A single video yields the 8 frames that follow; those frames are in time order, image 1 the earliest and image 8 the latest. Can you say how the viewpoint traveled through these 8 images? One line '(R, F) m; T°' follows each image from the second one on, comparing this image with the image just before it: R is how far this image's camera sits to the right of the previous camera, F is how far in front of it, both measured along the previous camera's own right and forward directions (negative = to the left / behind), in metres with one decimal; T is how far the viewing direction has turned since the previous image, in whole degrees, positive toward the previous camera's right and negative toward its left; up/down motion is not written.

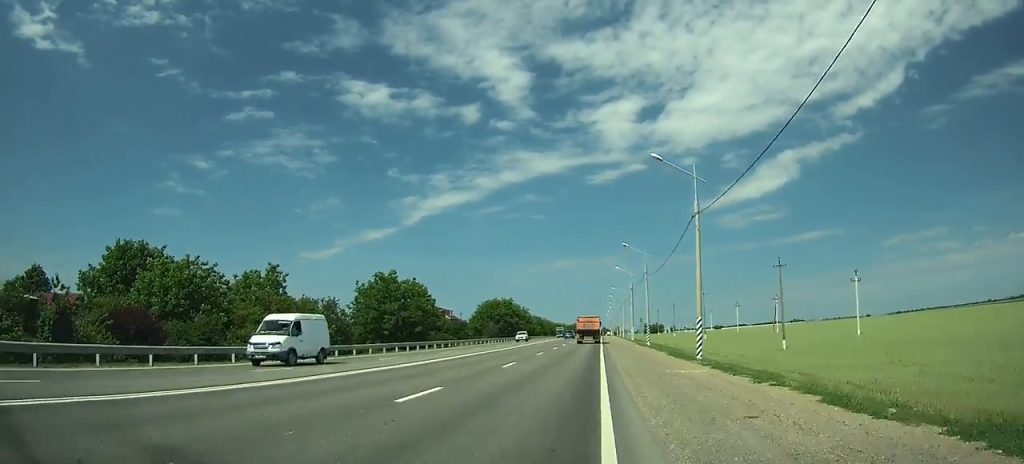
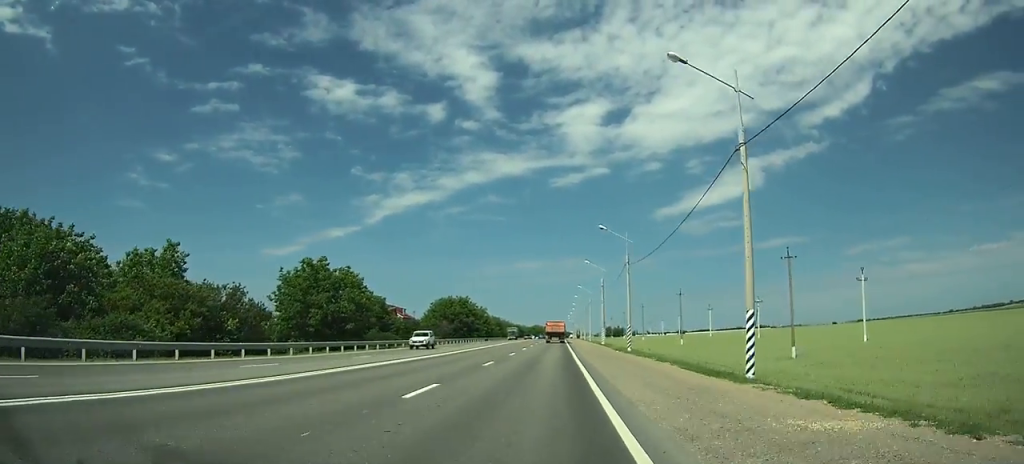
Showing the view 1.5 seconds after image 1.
(-0.1, +12.3) m; 0°
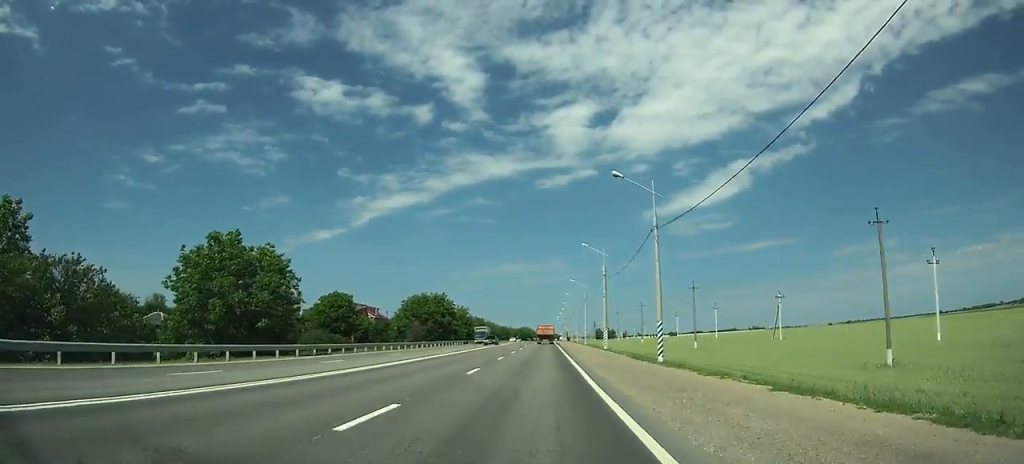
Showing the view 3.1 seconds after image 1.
(+0.3, +17.1) m; 0°
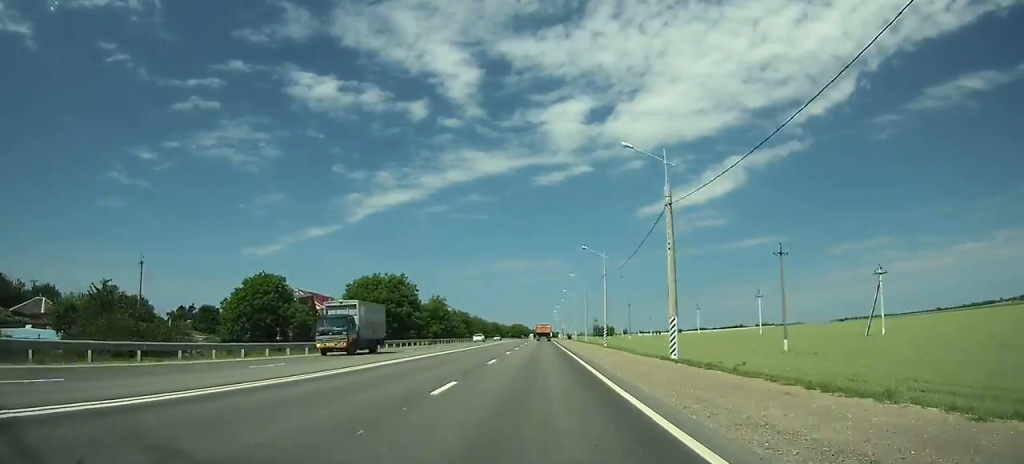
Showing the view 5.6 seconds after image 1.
(+0.2, +29.1) m; 0°
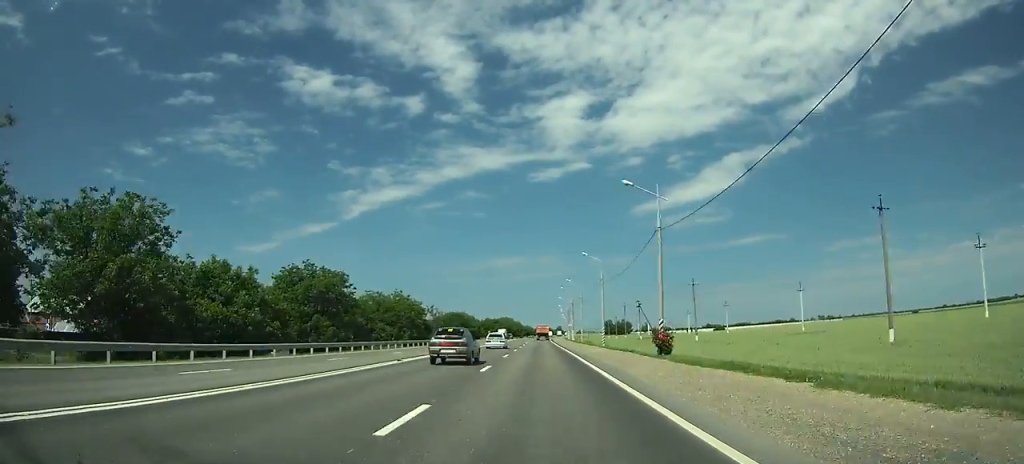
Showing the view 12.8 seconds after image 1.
(+0.5, +111.8) m; +1°
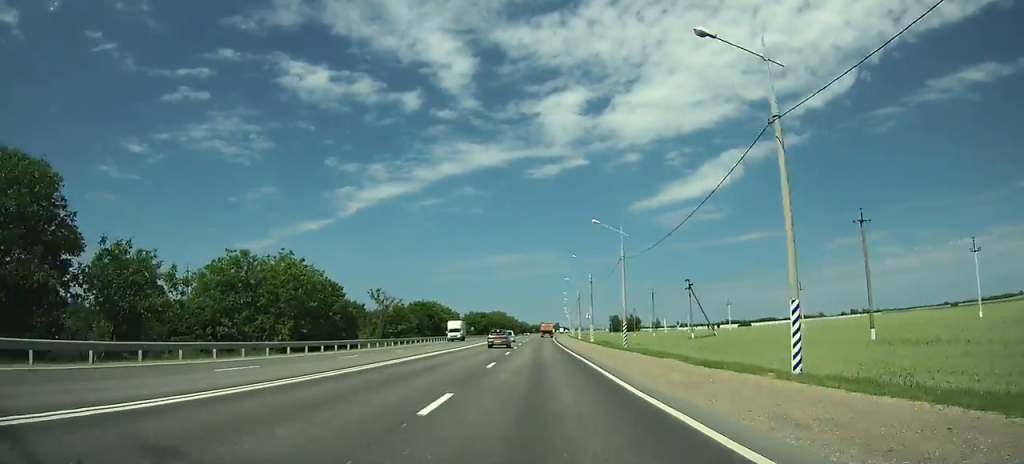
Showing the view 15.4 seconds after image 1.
(+0.3, +46.5) m; +1°
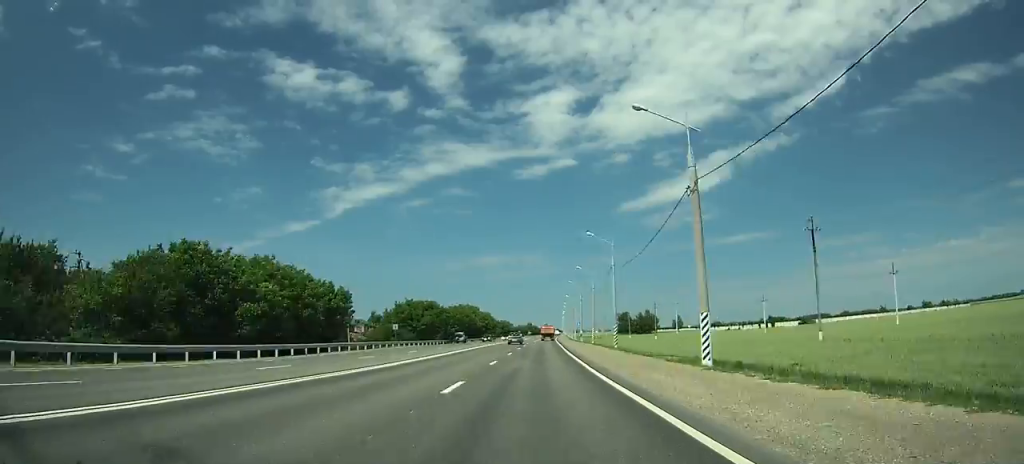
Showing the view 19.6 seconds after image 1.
(+0.7, +76.5) m; +1°
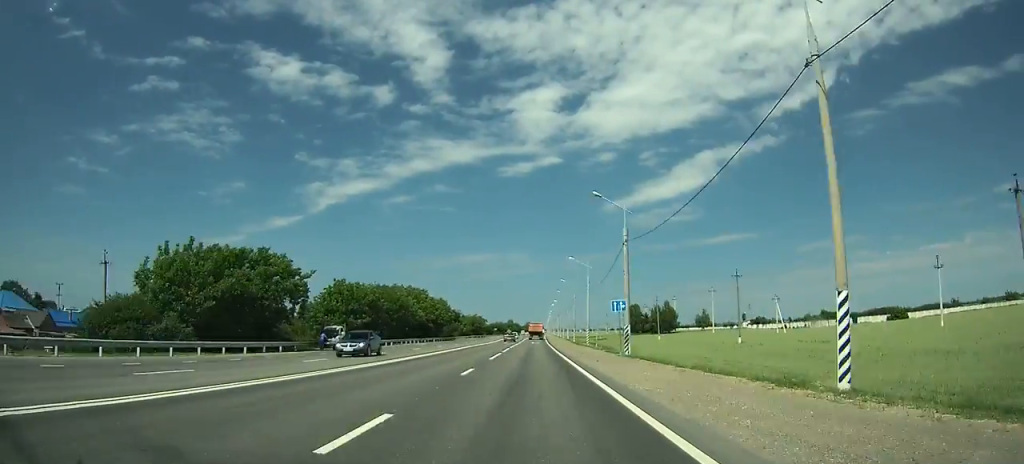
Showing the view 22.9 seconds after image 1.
(+0.5, +66.9) m; +1°
